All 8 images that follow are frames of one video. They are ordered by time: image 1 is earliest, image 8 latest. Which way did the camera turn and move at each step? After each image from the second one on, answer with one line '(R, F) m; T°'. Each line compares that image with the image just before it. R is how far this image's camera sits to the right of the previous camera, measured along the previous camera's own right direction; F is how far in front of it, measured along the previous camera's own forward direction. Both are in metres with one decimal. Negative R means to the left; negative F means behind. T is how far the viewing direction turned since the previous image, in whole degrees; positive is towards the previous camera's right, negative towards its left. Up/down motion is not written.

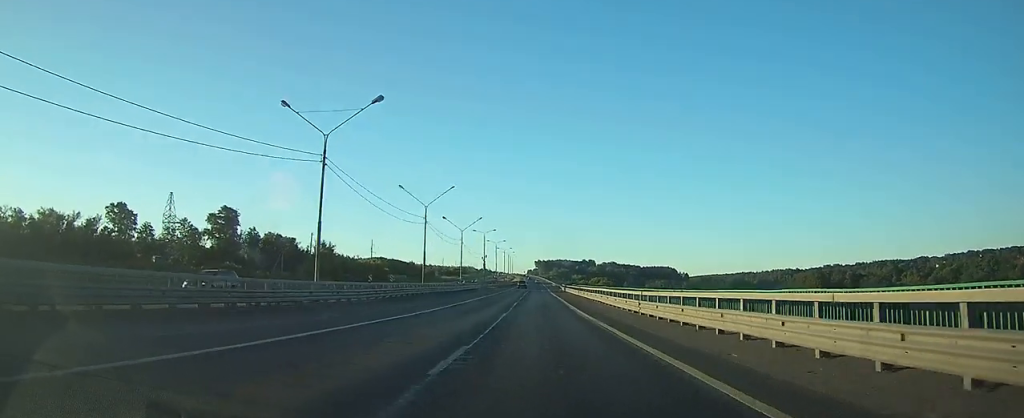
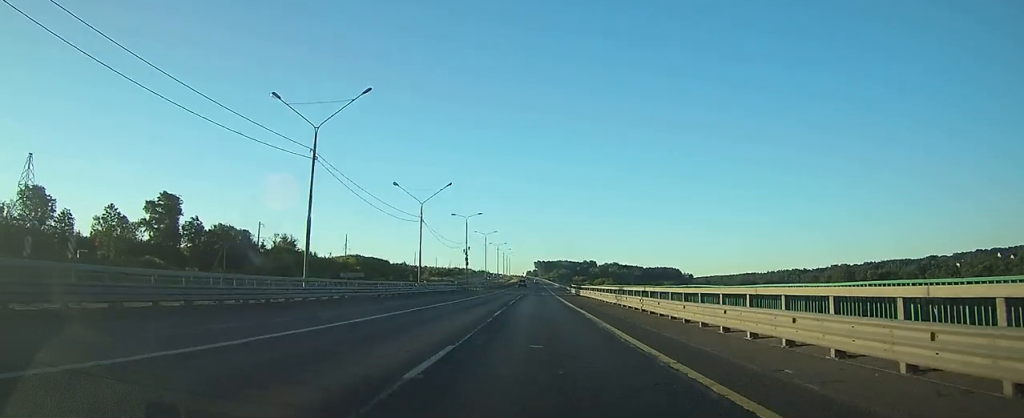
(0.0, +32.7) m; 0°
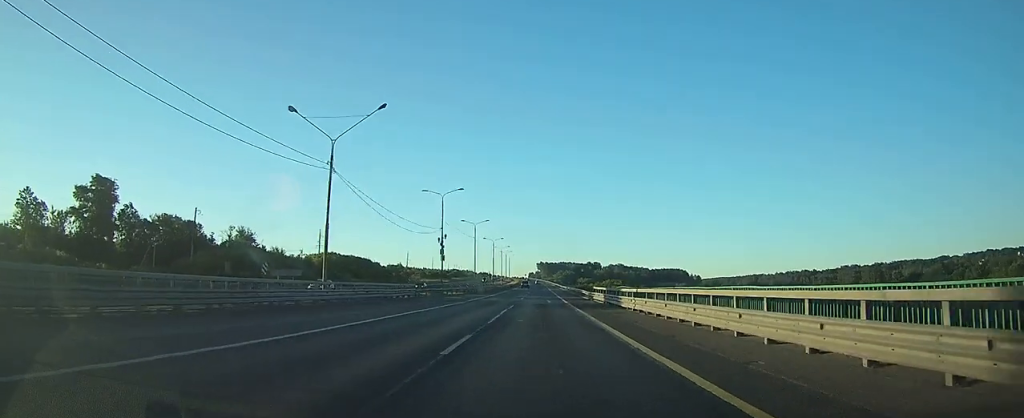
(+0.1, +28.7) m; 0°
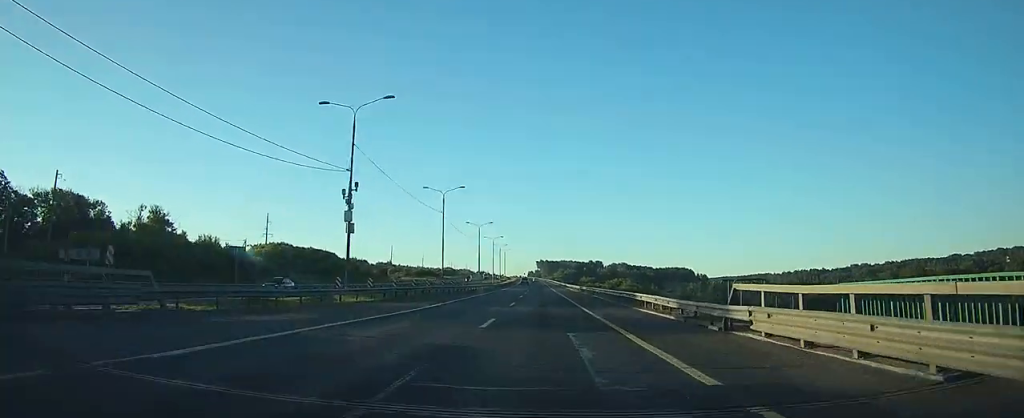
(-0.1, +37.2) m; 0°
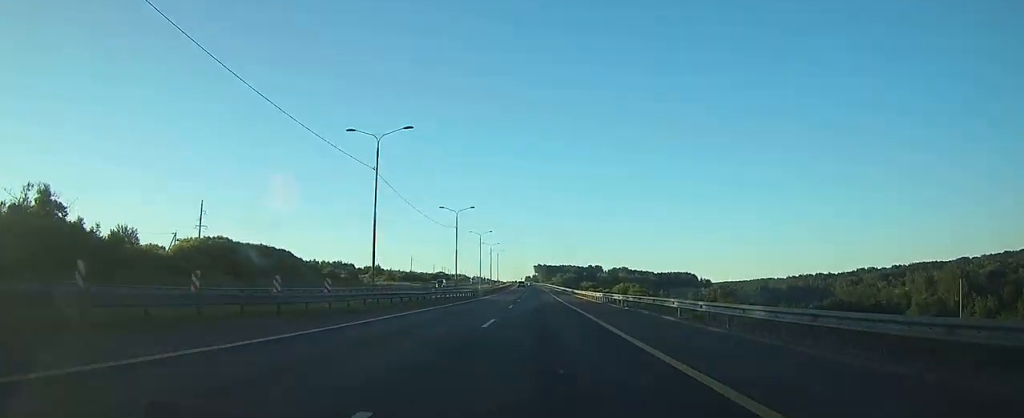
(0.0, +30.5) m; 0°
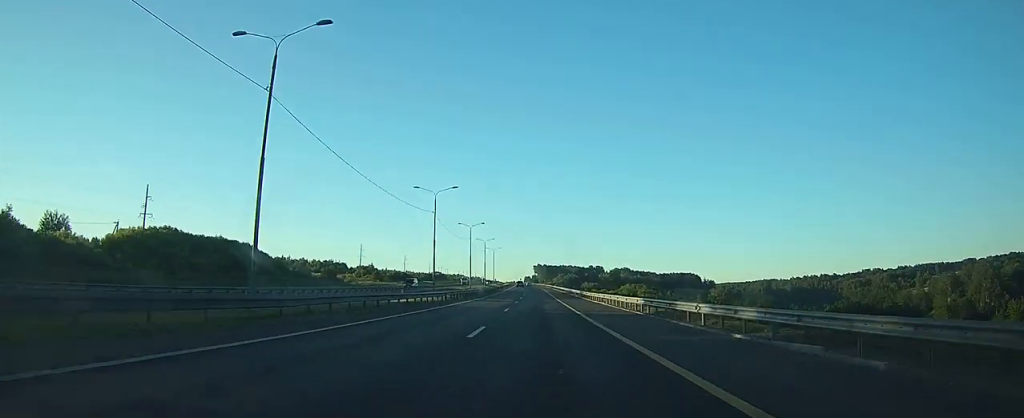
(+0.1, +19.0) m; 0°
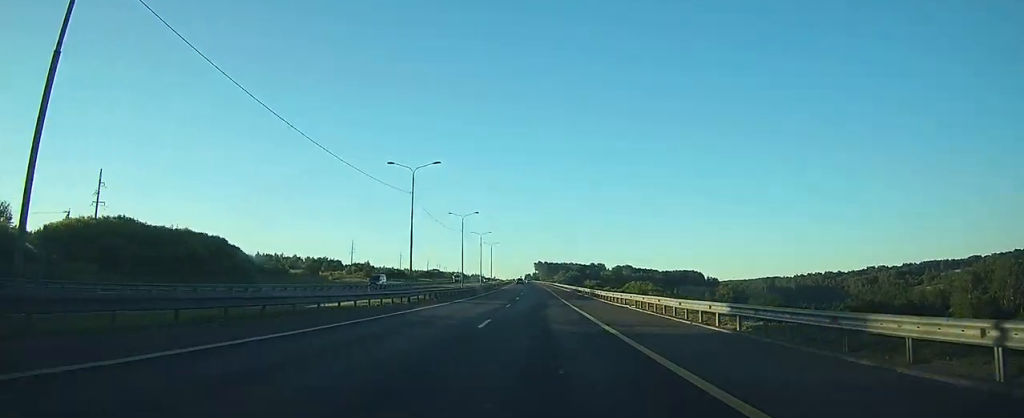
(0.0, +13.3) m; 0°
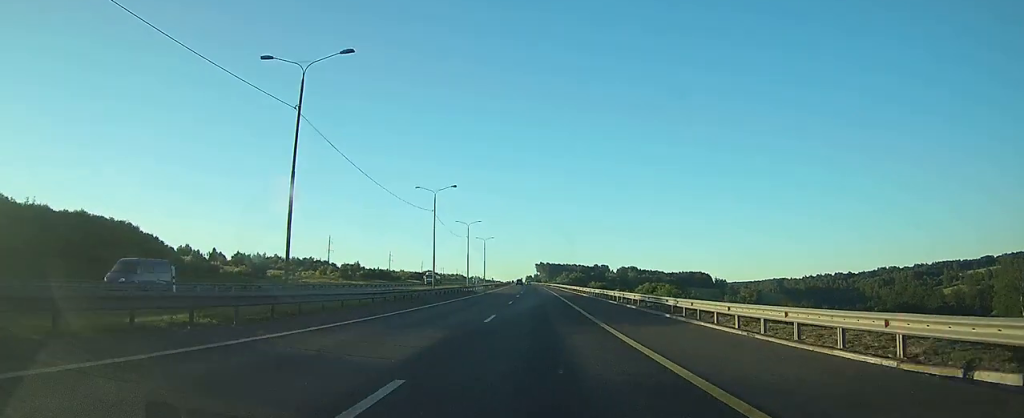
(0.0, +29.5) m; 0°
